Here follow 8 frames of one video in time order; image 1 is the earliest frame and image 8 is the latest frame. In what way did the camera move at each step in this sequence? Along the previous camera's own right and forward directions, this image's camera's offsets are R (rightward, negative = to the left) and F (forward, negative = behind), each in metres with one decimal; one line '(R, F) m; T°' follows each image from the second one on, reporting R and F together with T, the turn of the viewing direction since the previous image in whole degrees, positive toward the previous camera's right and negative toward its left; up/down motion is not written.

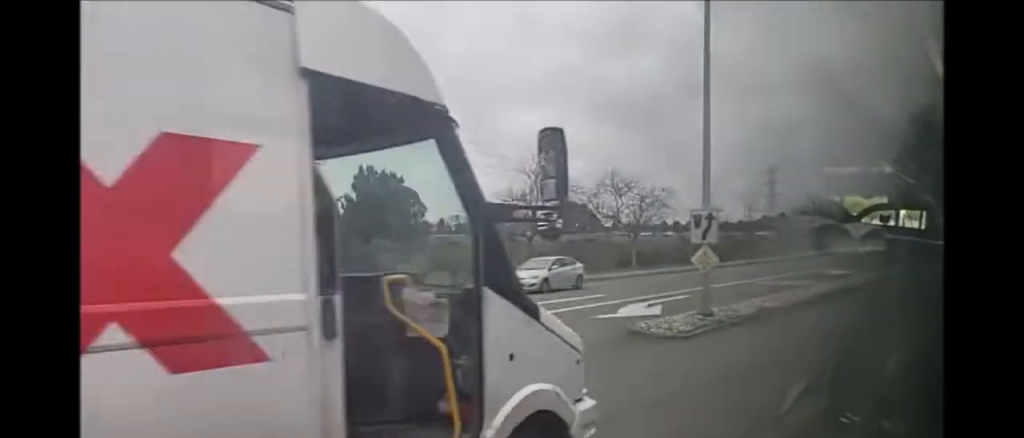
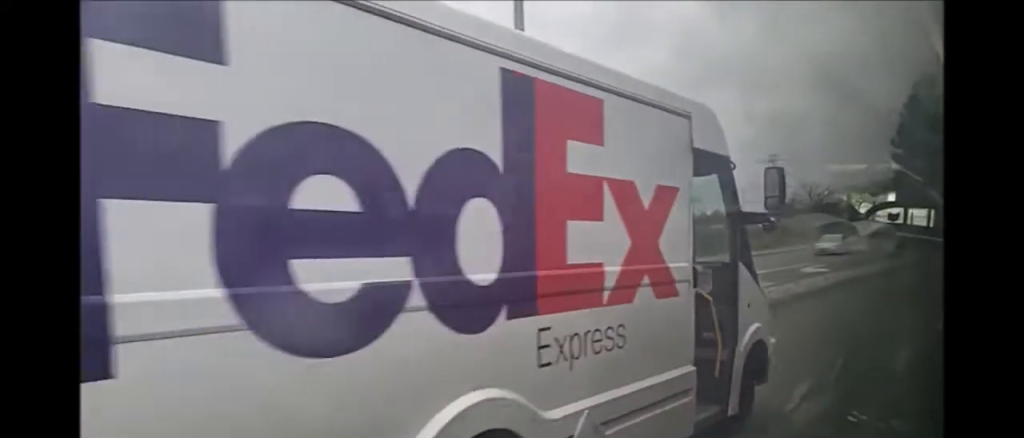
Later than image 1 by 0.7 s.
(0.0, +7.4) m; 0°
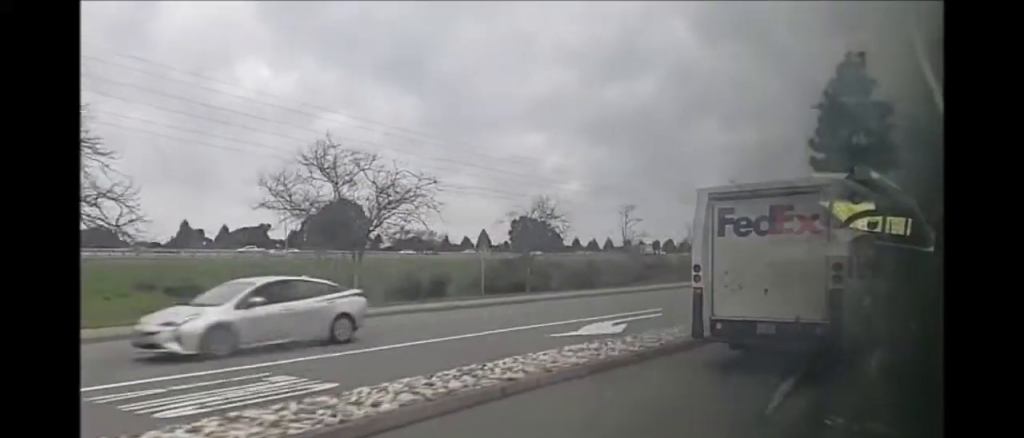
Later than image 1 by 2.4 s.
(-0.3, +17.6) m; -1°
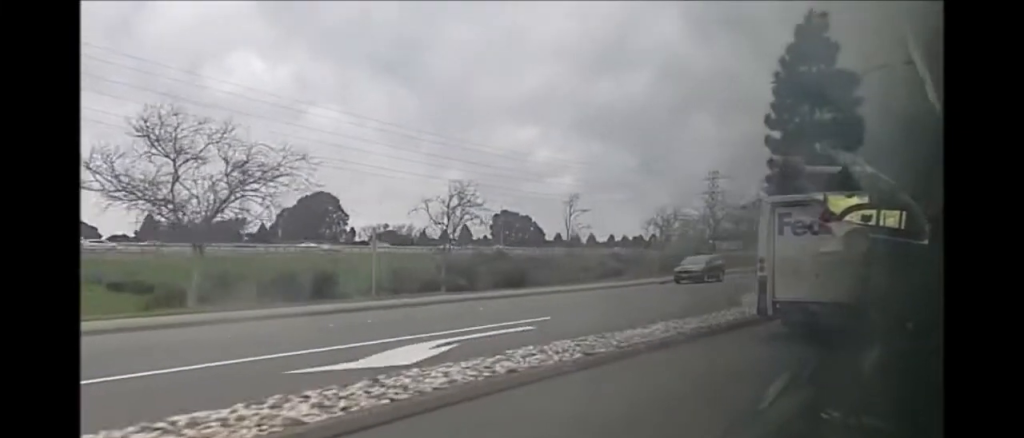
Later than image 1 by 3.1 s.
(0.0, +7.0) m; 0°
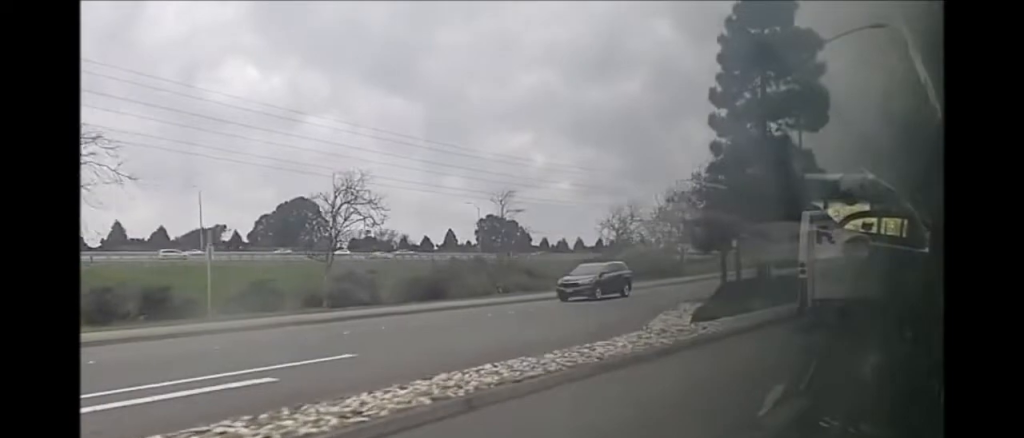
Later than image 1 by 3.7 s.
(+0.2, +7.0) m; 0°
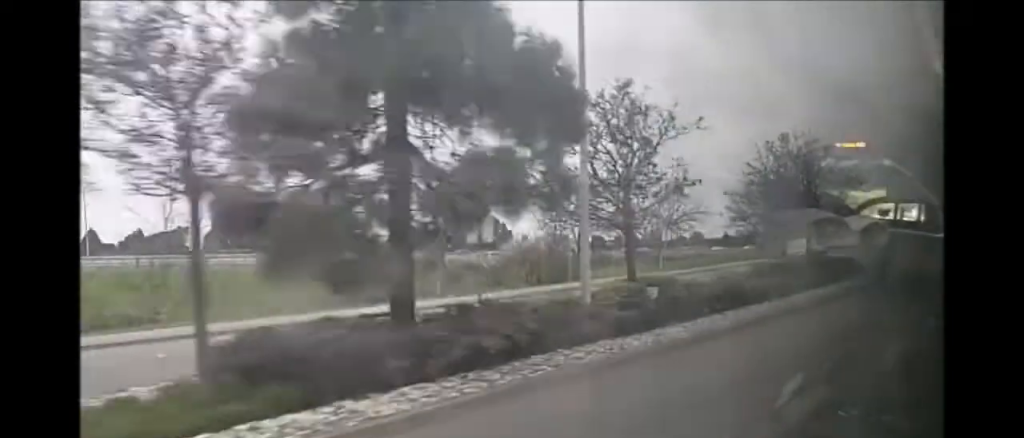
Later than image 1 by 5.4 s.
(+0.2, +18.2) m; +2°
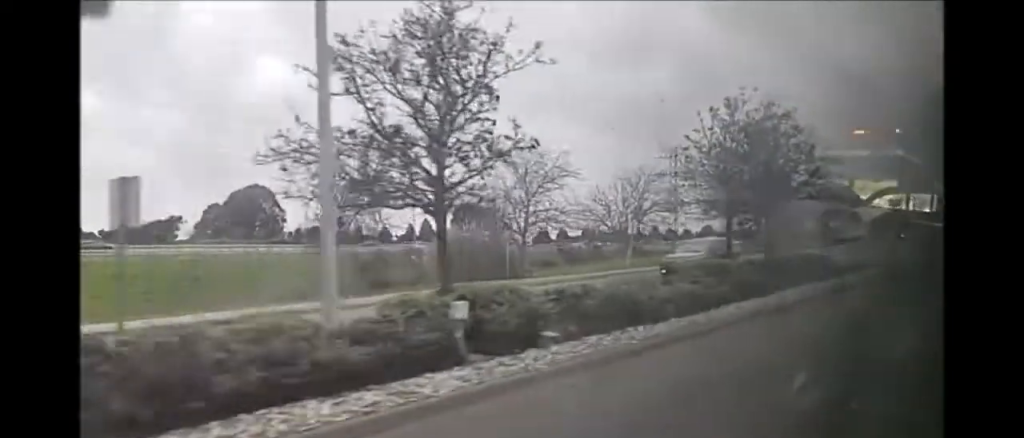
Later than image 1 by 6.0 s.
(+0.2, +6.7) m; +1°
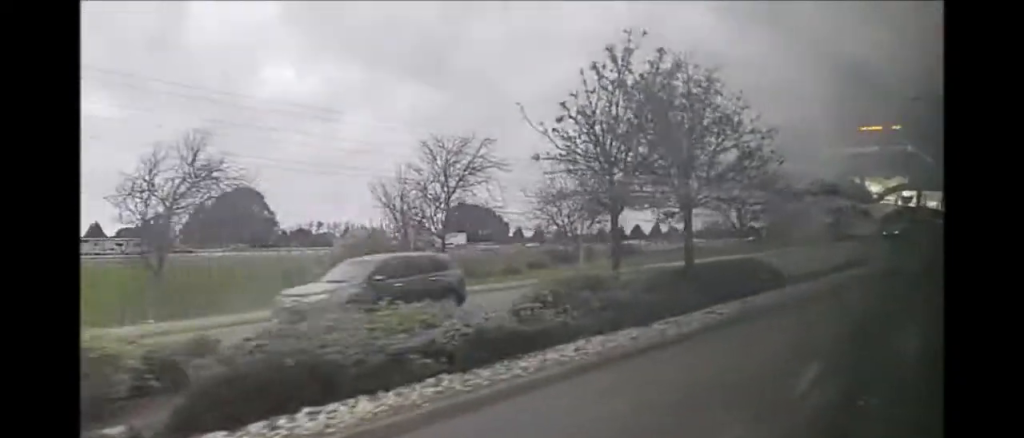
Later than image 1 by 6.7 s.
(-0.2, +7.0) m; 0°
